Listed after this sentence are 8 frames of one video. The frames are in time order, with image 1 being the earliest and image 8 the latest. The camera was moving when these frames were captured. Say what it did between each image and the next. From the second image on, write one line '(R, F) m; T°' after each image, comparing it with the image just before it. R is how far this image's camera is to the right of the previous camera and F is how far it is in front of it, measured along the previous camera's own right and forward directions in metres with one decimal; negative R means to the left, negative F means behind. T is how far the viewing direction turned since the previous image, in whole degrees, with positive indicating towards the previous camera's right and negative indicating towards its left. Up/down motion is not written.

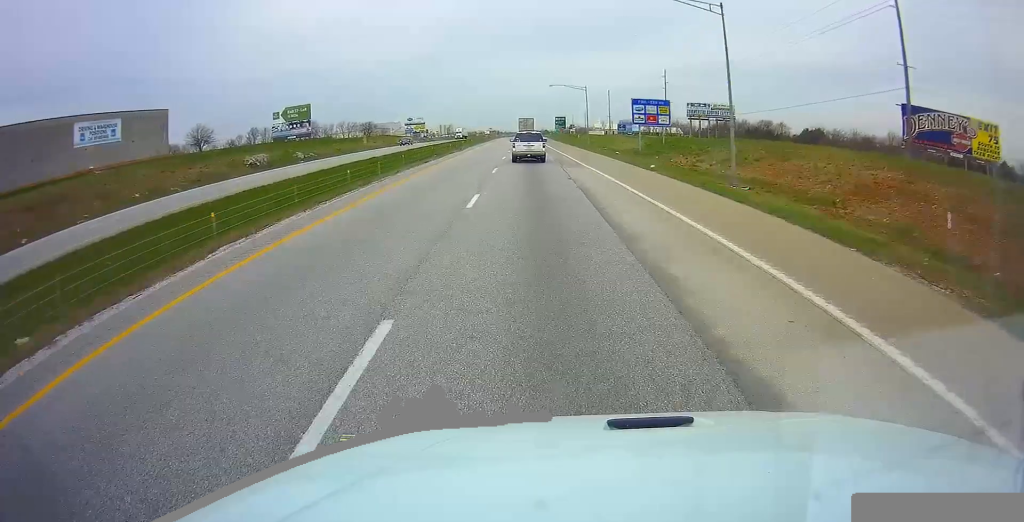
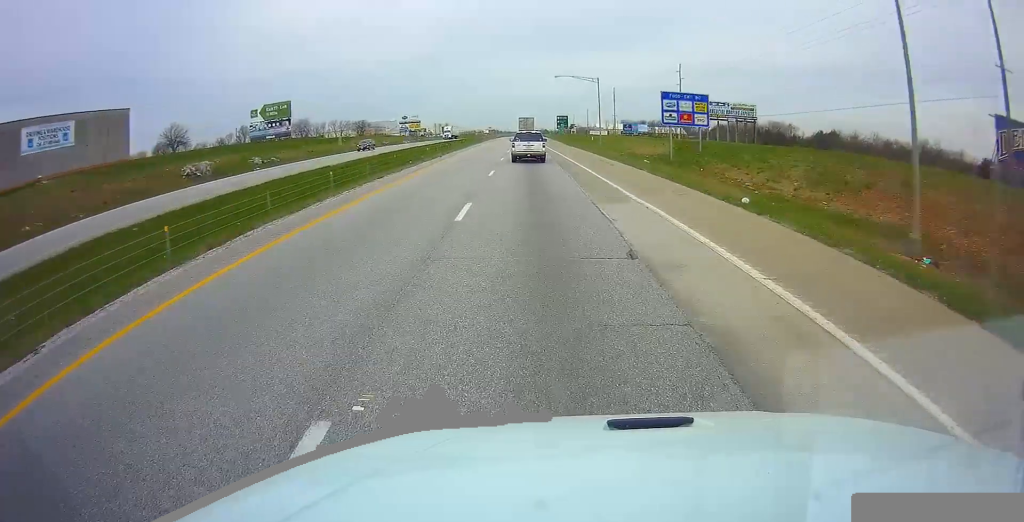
(0.0, +14.3) m; 0°
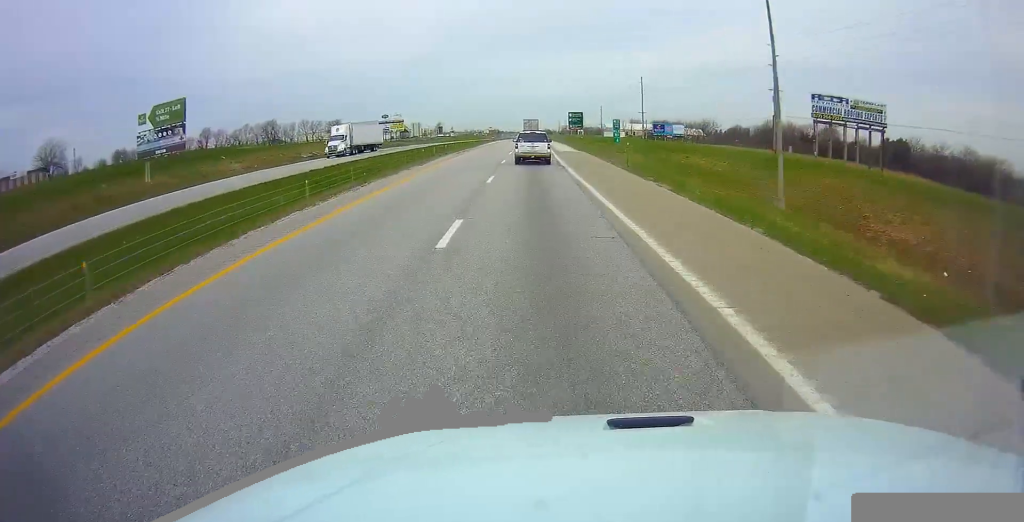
(-0.3, +51.5) m; 0°
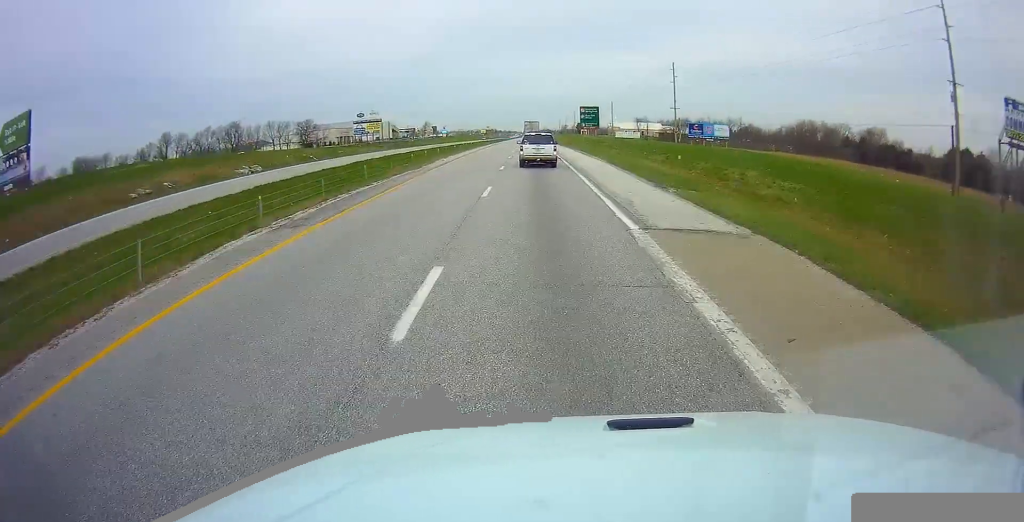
(0.0, +41.0) m; 0°
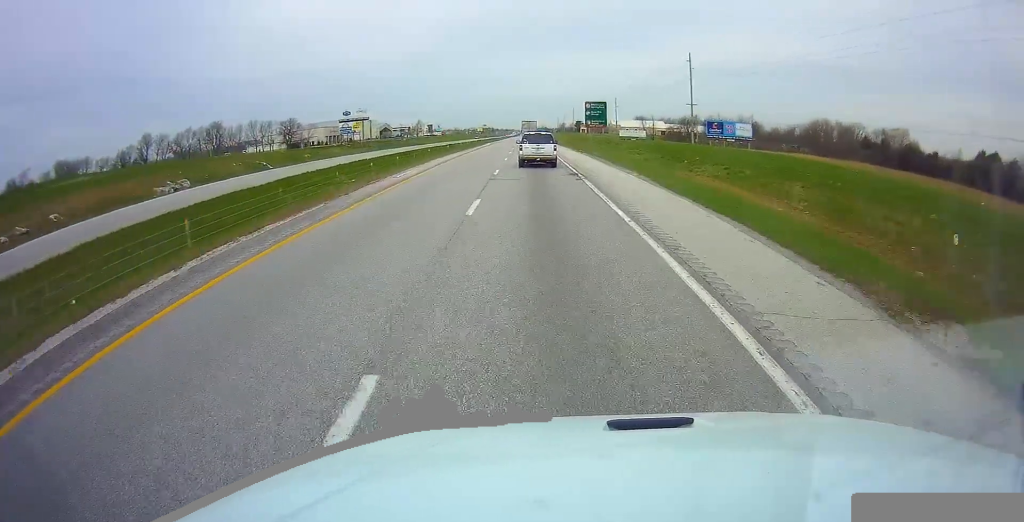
(0.0, +16.2) m; 0°
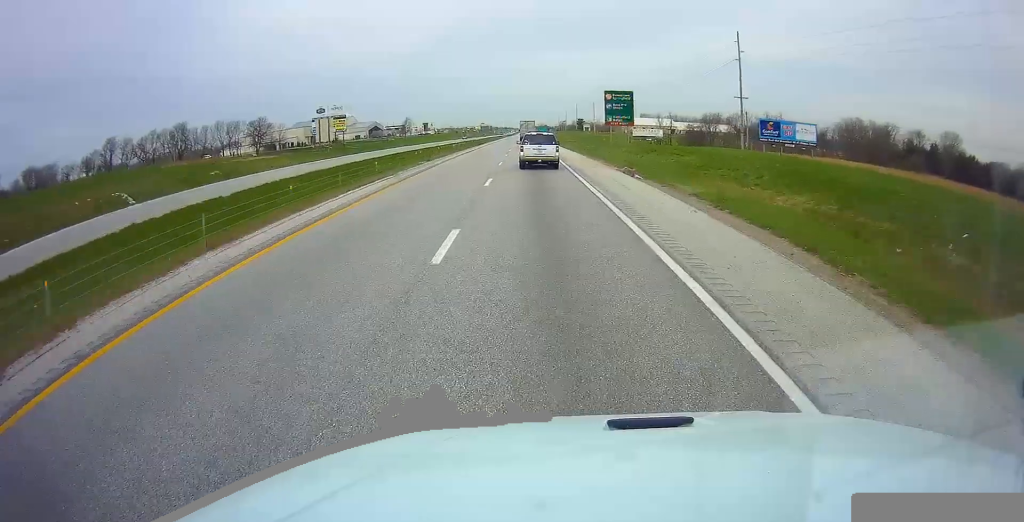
(0.0, +29.6) m; 0°
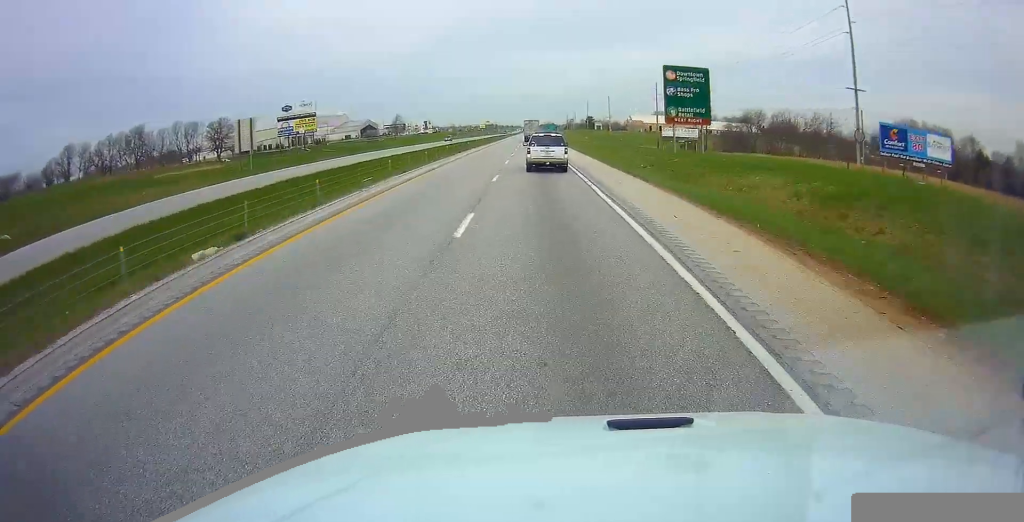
(-0.4, +34.6) m; -1°
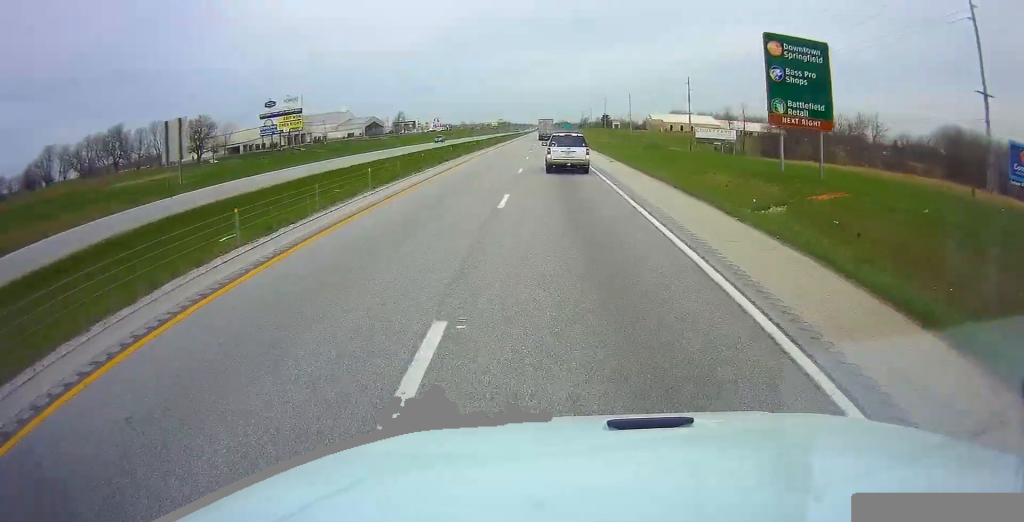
(-0.1, +20.3) m; 0°
